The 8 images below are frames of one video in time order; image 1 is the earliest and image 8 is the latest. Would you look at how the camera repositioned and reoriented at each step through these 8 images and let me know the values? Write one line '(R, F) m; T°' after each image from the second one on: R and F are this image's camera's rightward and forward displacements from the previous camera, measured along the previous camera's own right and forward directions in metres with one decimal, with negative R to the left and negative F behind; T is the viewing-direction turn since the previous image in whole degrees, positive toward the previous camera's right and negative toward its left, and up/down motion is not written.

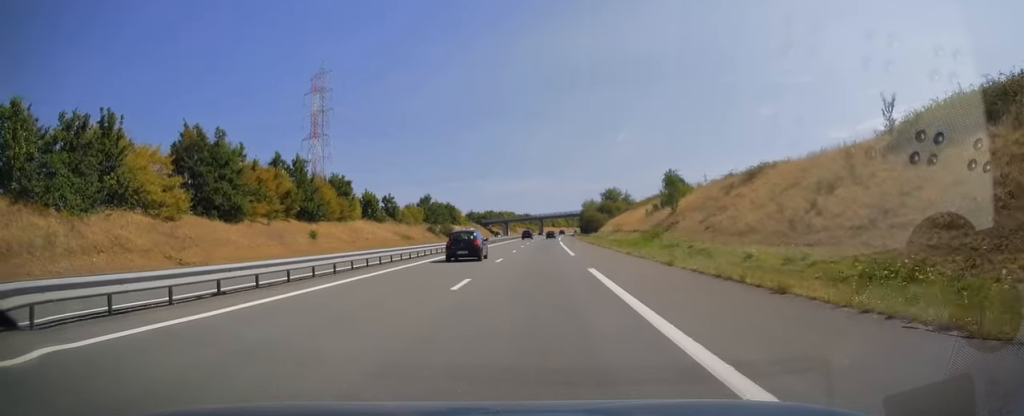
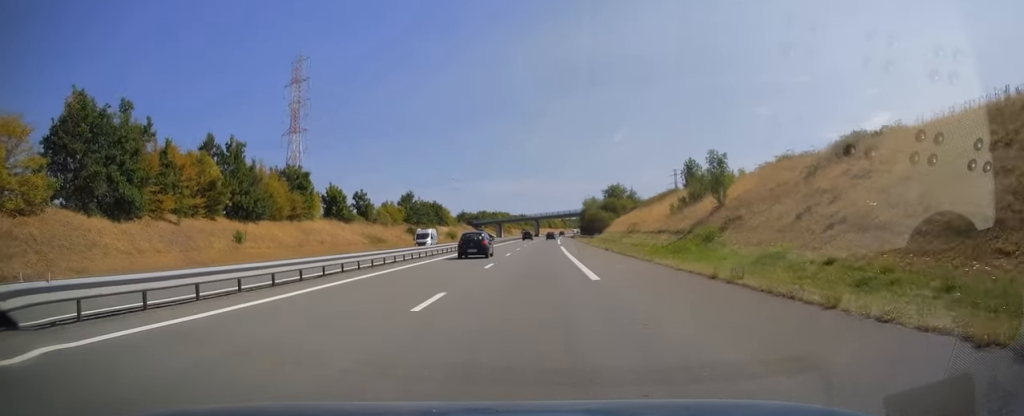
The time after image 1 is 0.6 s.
(0.0, +16.7) m; 0°
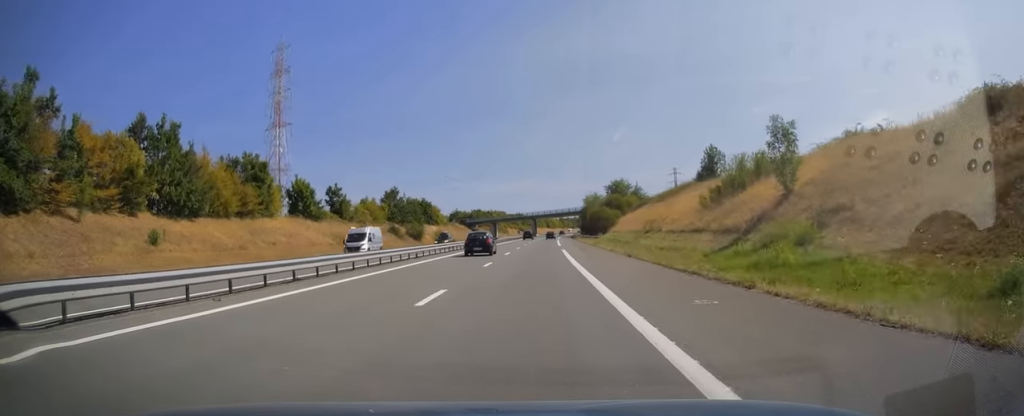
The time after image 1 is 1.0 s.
(0.0, +12.3) m; 0°
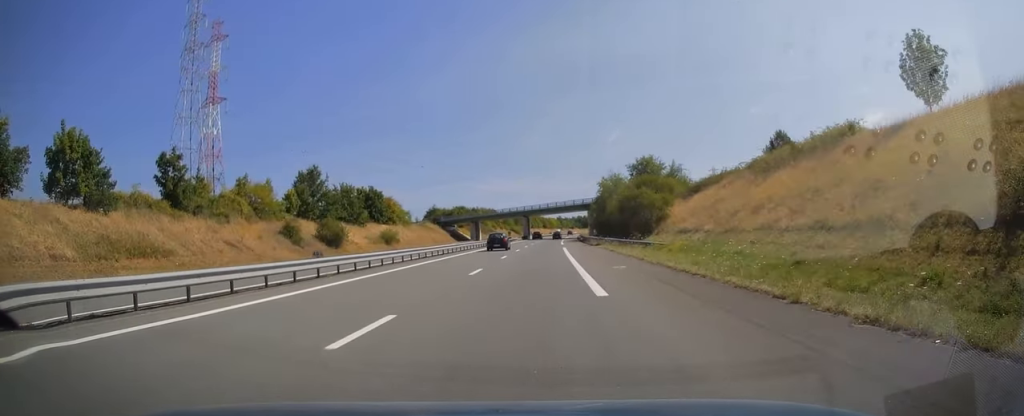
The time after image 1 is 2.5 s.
(+0.6, +43.7) m; +1°
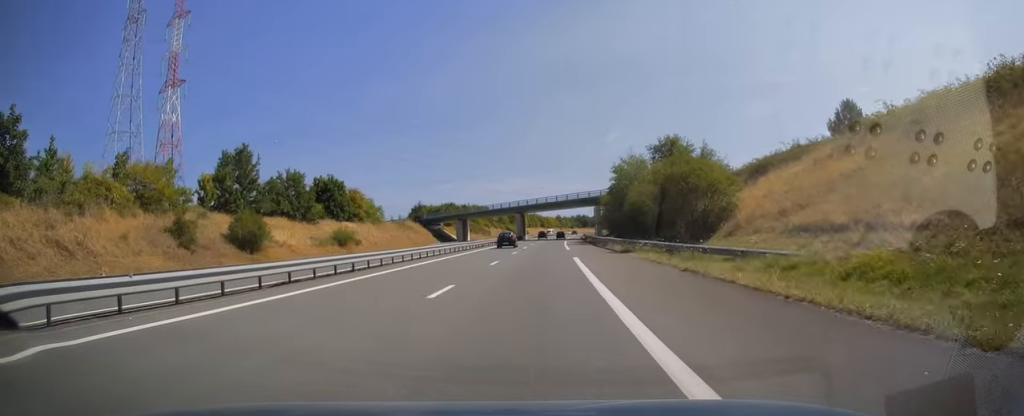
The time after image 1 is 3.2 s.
(+0.1, +20.6) m; 0°
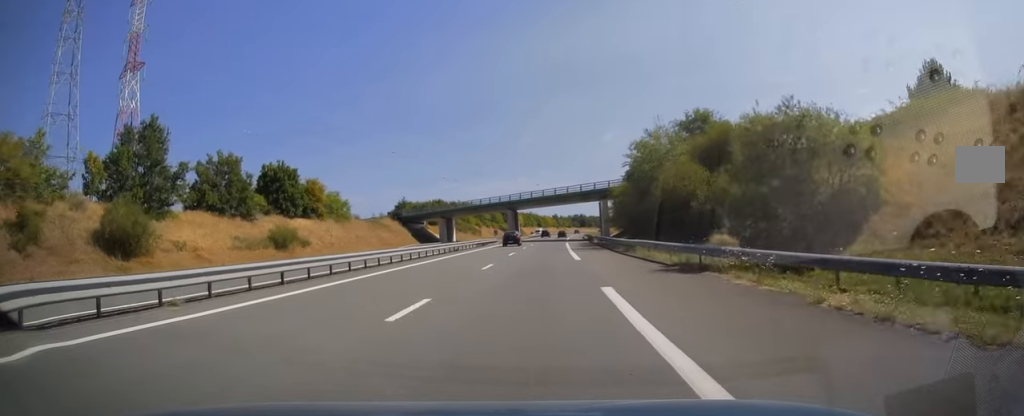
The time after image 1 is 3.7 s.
(0.0, +16.7) m; 0°
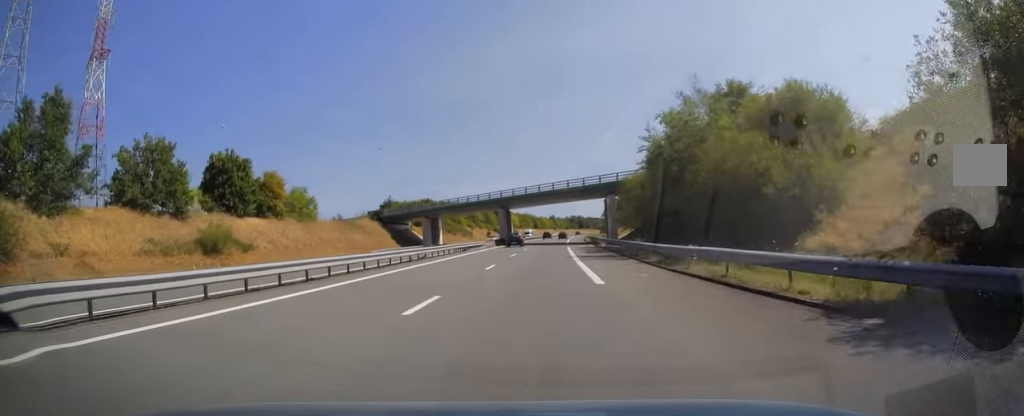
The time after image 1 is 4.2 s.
(0.0, +12.3) m; 0°
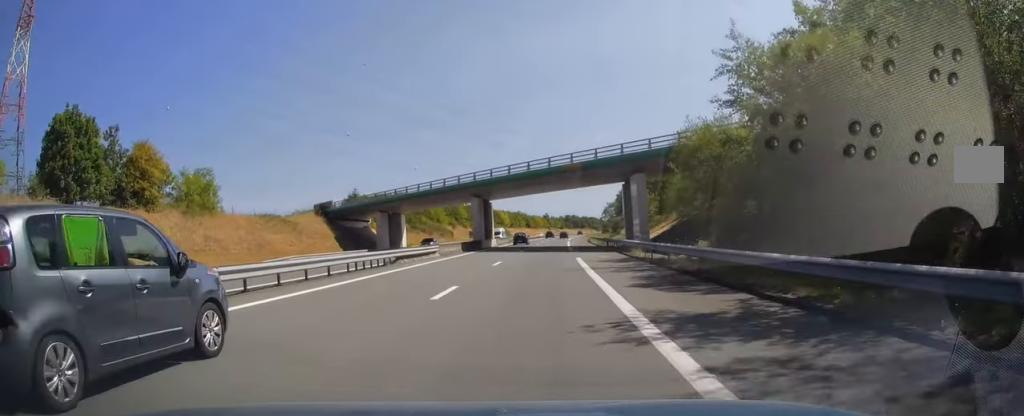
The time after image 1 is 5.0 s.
(+0.1, +24.2) m; 0°
